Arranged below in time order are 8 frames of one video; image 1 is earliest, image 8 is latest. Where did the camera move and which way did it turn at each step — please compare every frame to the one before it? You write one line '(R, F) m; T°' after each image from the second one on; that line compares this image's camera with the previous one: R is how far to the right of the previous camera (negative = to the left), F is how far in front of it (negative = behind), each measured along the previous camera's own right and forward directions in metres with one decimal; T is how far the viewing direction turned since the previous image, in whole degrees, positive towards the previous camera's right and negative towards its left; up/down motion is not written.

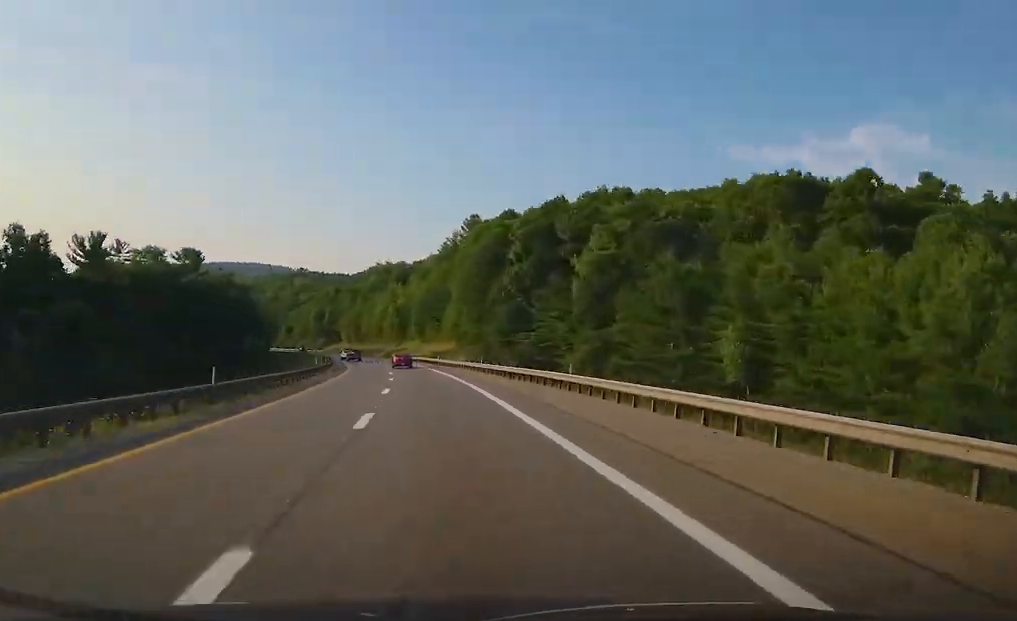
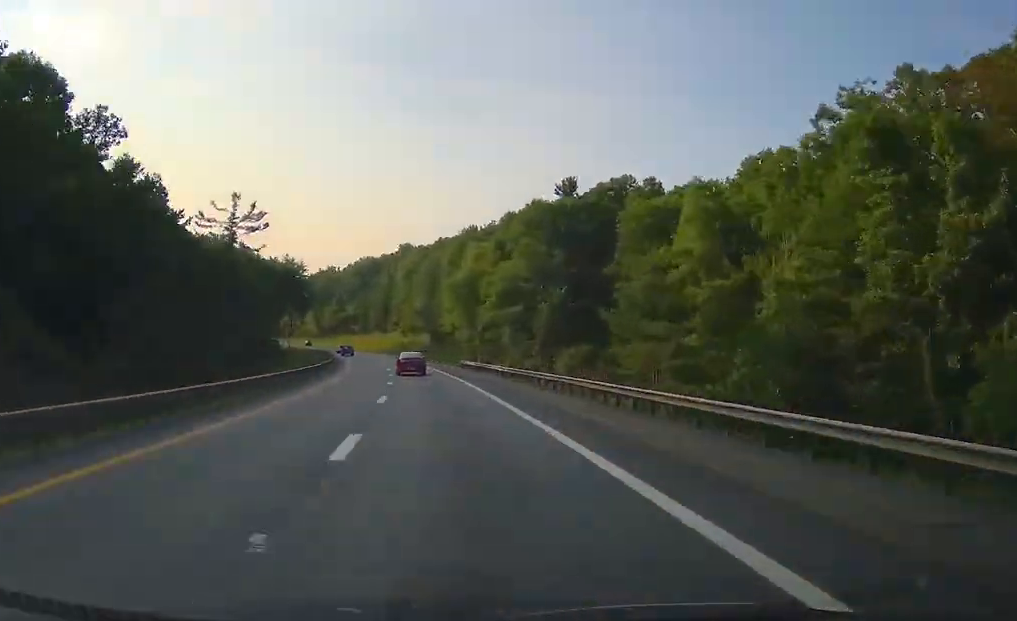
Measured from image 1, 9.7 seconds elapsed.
(-90.5, +318.6) m; -32°
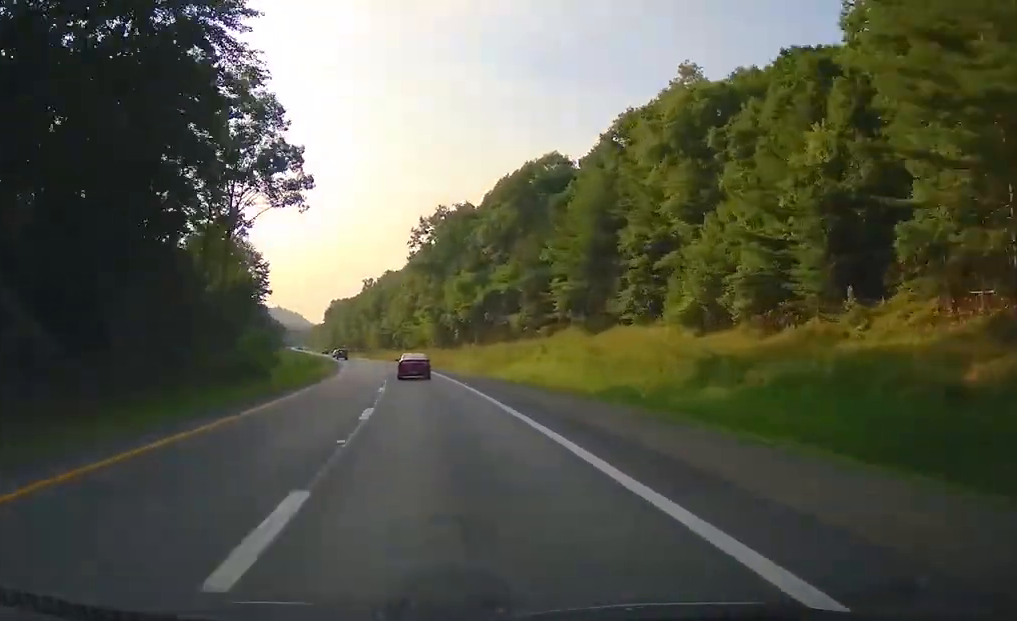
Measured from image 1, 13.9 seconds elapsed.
(-16.6, +140.2) m; -12°
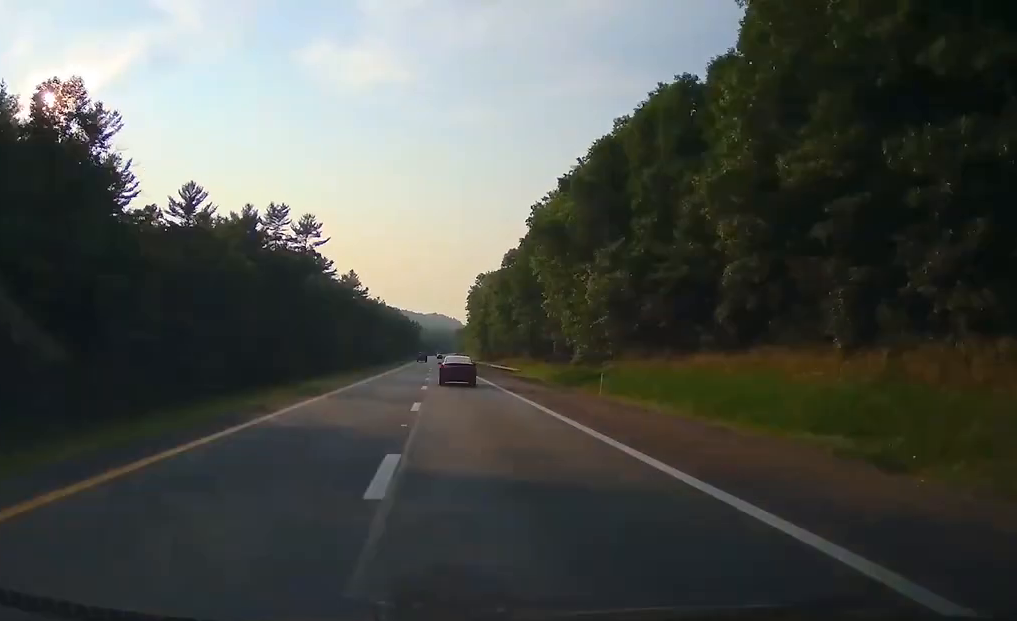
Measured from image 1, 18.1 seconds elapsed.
(-14.5, +144.6) m; -8°
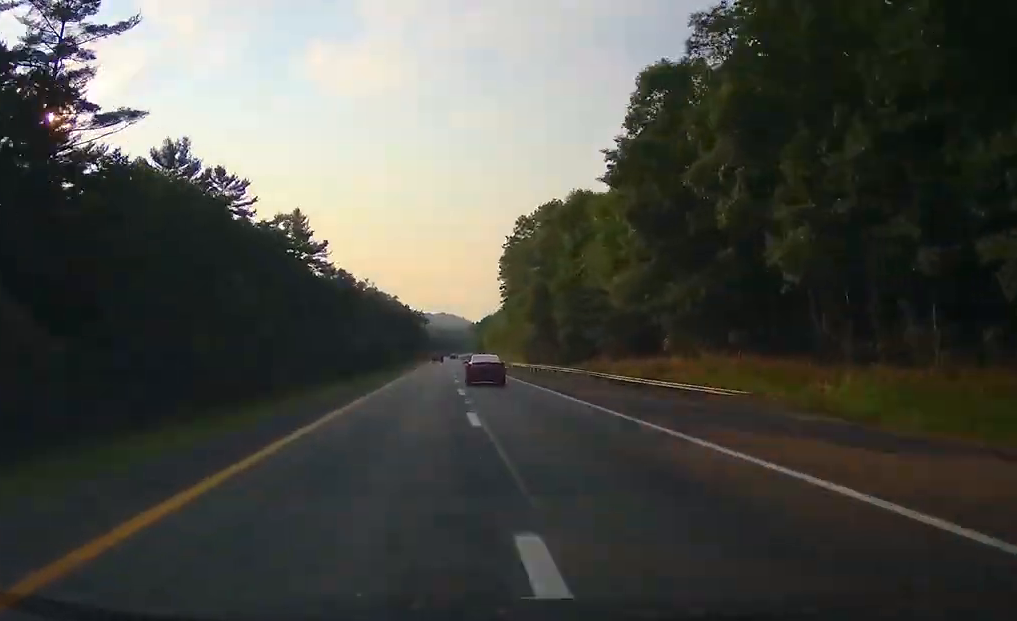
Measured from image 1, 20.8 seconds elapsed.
(-3.5, +90.8) m; -2°
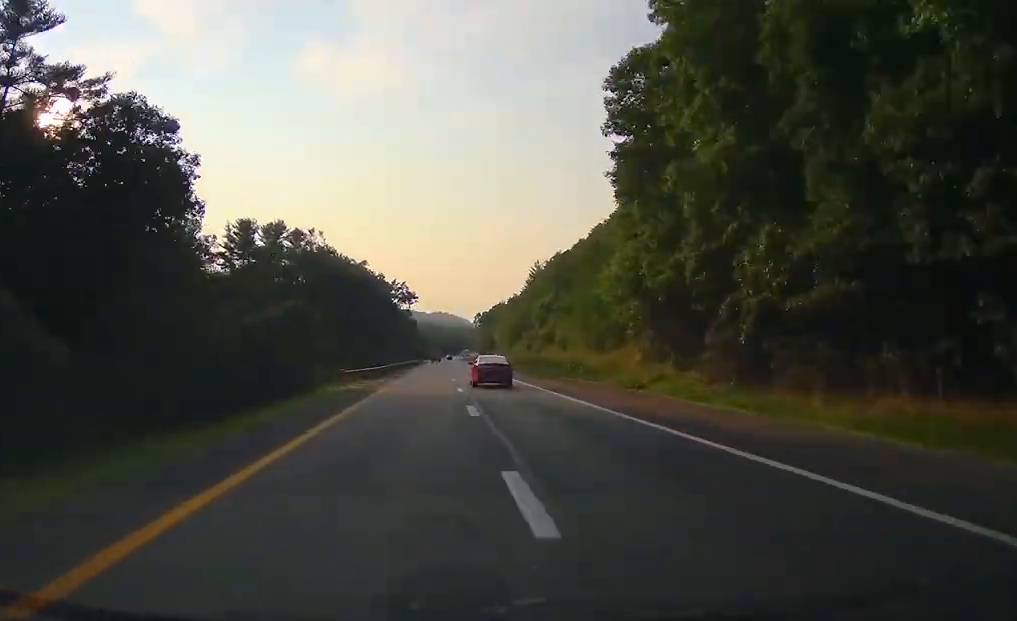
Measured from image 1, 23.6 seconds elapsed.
(+0.2, +95.4) m; 0°
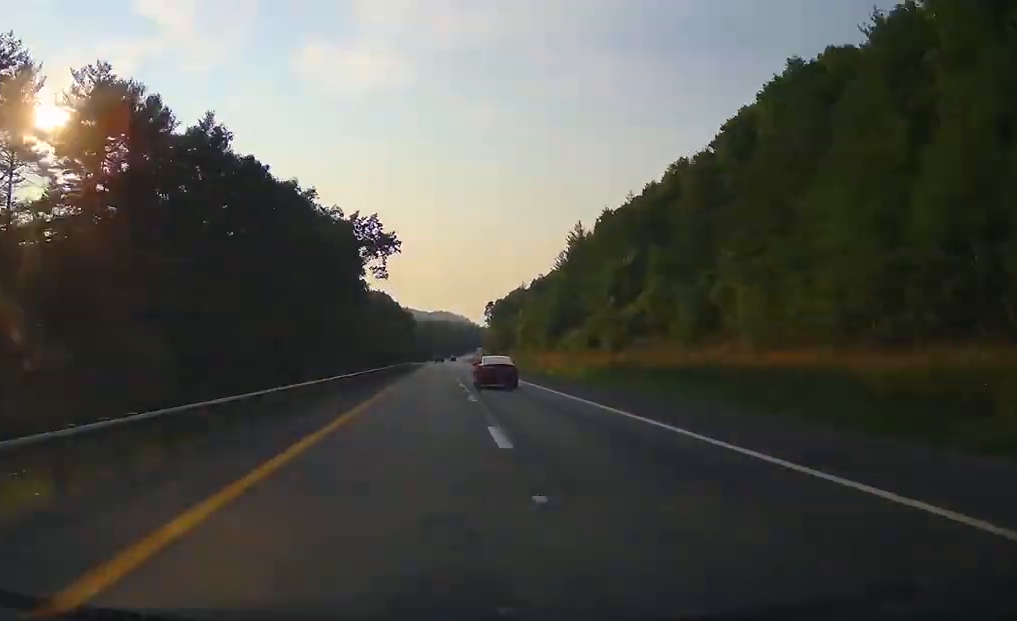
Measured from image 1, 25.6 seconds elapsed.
(+0.1, +68.3) m; 0°
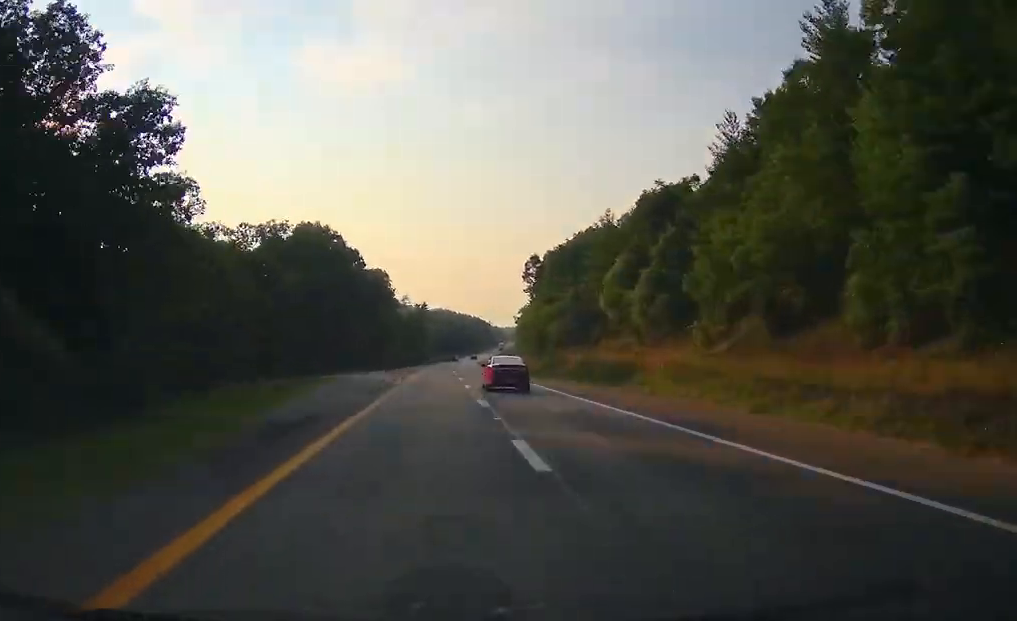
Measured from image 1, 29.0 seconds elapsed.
(0.0, +114.0) m; +1°
